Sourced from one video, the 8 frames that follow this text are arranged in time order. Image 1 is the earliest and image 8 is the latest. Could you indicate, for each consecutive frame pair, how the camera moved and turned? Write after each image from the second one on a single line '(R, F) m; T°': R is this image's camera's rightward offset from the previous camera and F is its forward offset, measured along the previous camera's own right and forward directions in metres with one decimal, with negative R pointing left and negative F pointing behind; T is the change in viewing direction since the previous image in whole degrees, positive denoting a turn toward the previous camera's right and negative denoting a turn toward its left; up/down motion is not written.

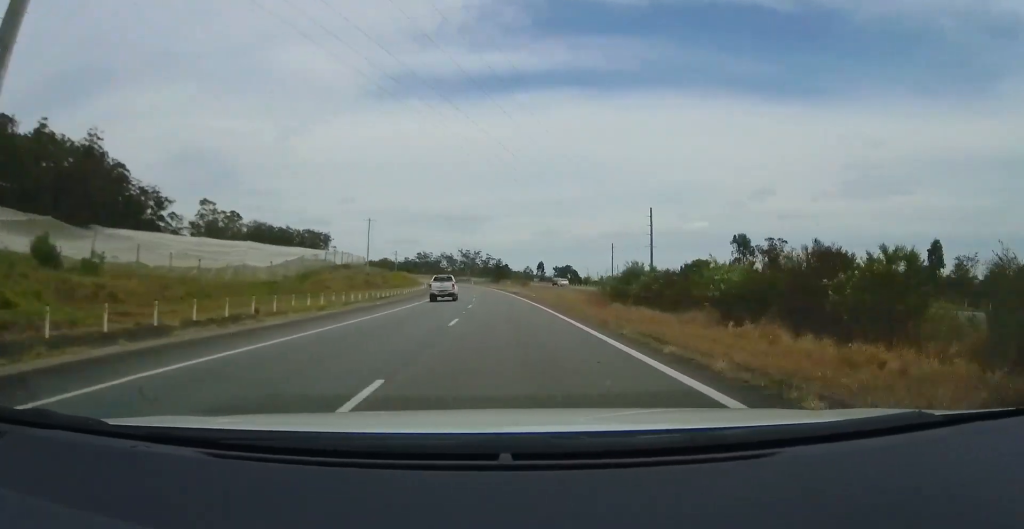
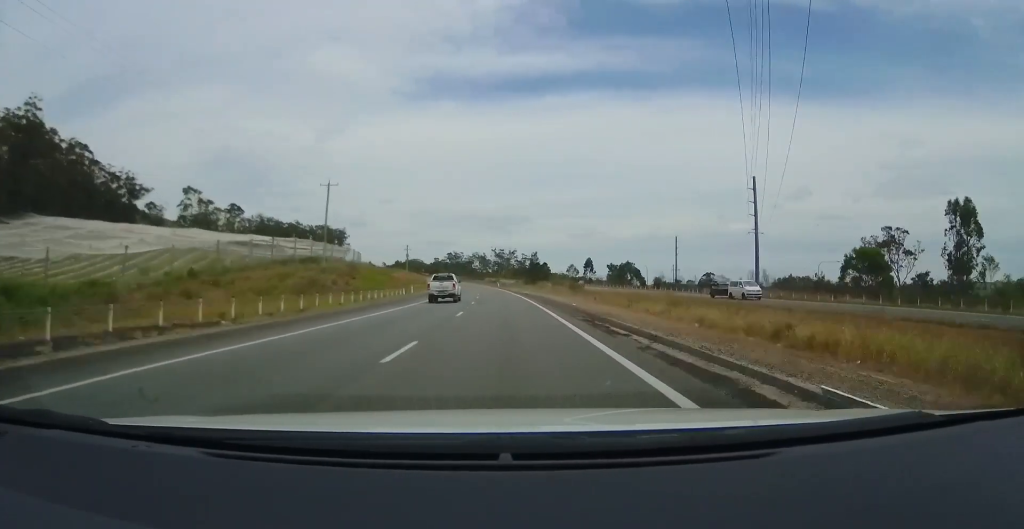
(-0.9, +44.6) m; -4°
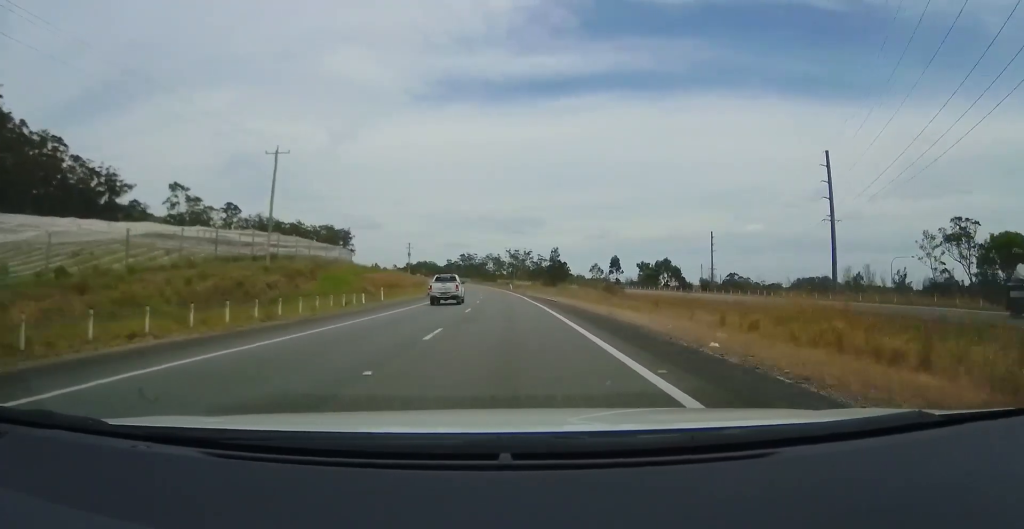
(-0.7, +20.3) m; -3°
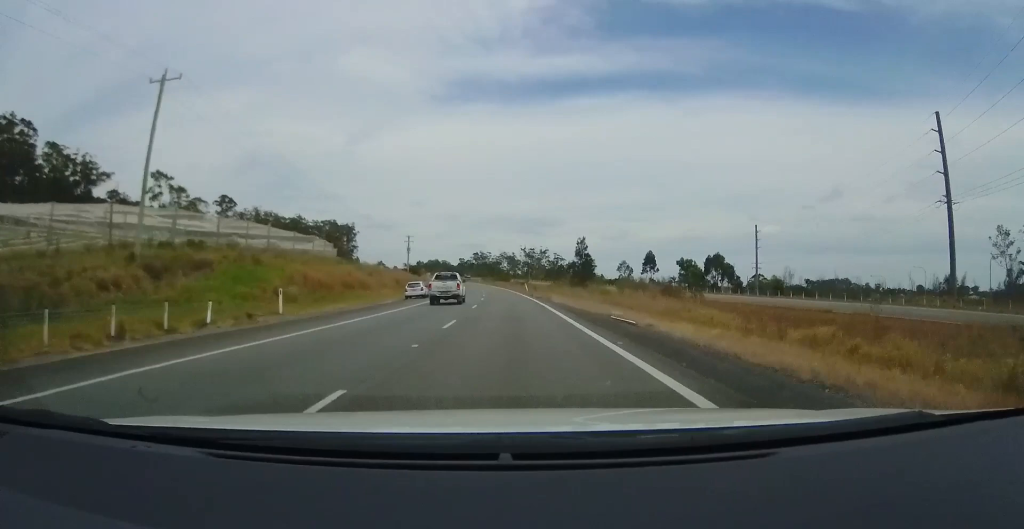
(-0.6, +22.6) m; -2°
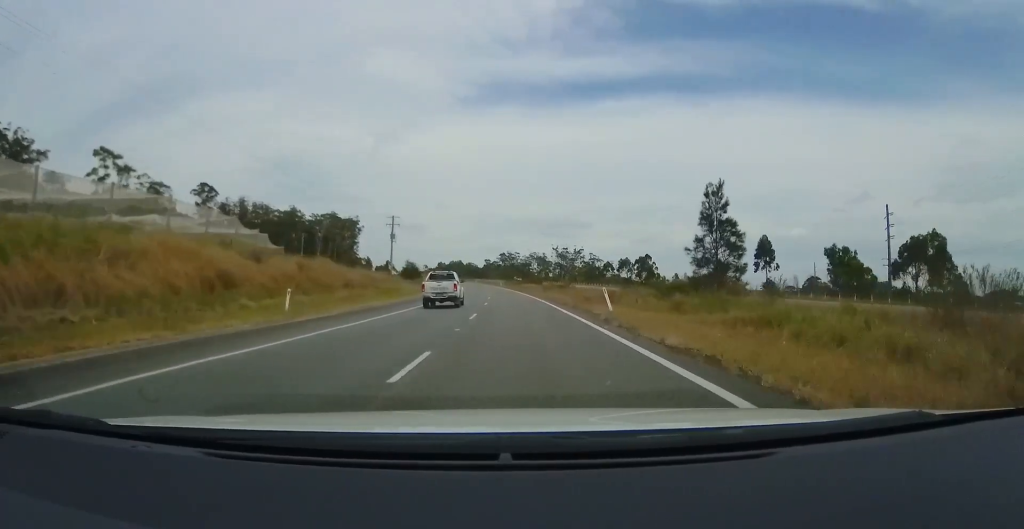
(-1.1, +45.3) m; -3°
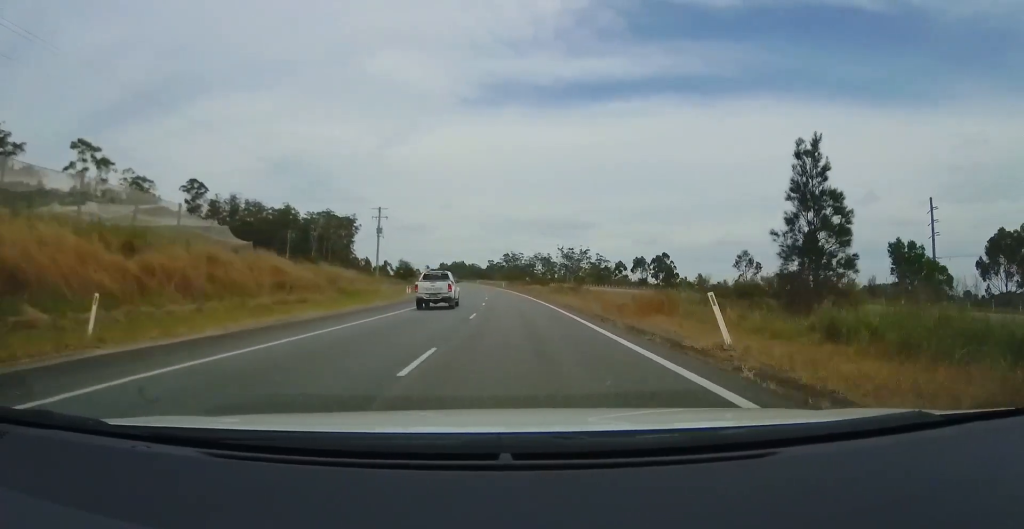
(-0.2, +11.9) m; -1°
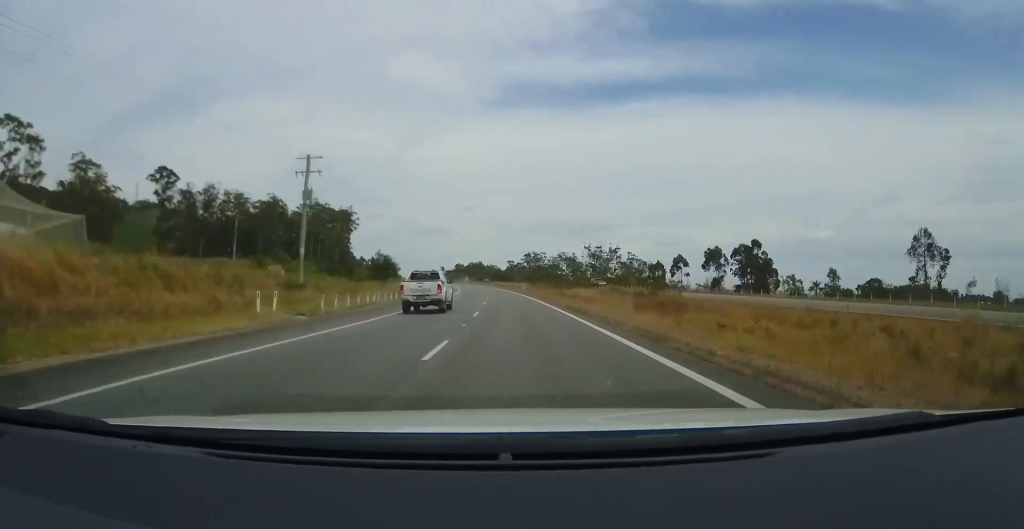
(-0.5, +35.5) m; -2°
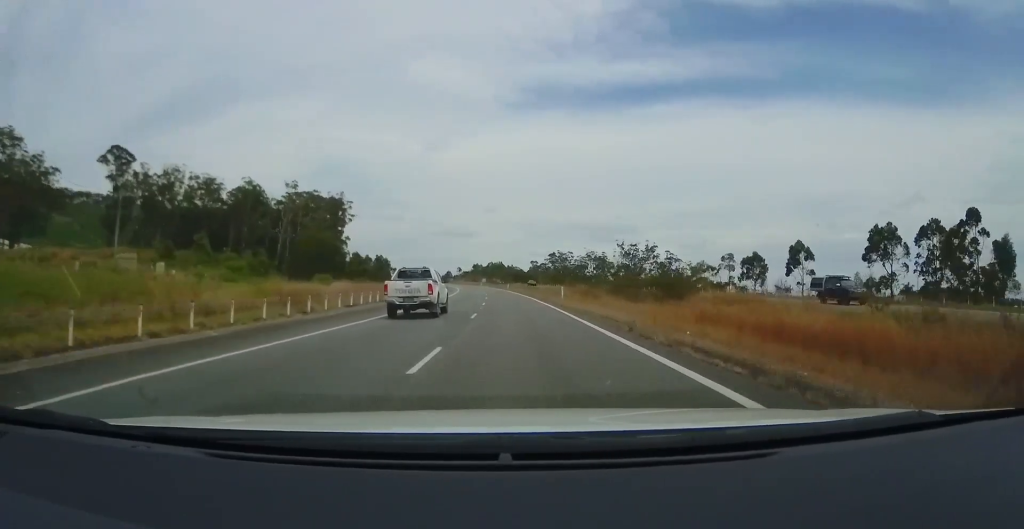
(-0.8, +38.8) m; -3°
